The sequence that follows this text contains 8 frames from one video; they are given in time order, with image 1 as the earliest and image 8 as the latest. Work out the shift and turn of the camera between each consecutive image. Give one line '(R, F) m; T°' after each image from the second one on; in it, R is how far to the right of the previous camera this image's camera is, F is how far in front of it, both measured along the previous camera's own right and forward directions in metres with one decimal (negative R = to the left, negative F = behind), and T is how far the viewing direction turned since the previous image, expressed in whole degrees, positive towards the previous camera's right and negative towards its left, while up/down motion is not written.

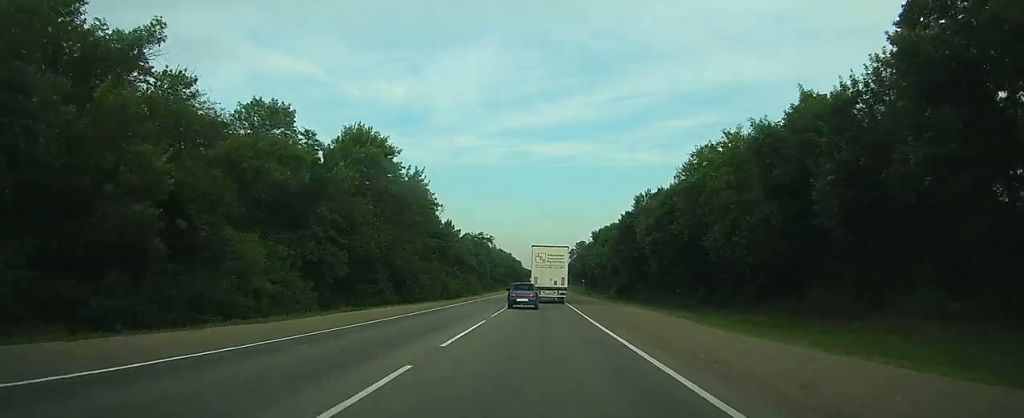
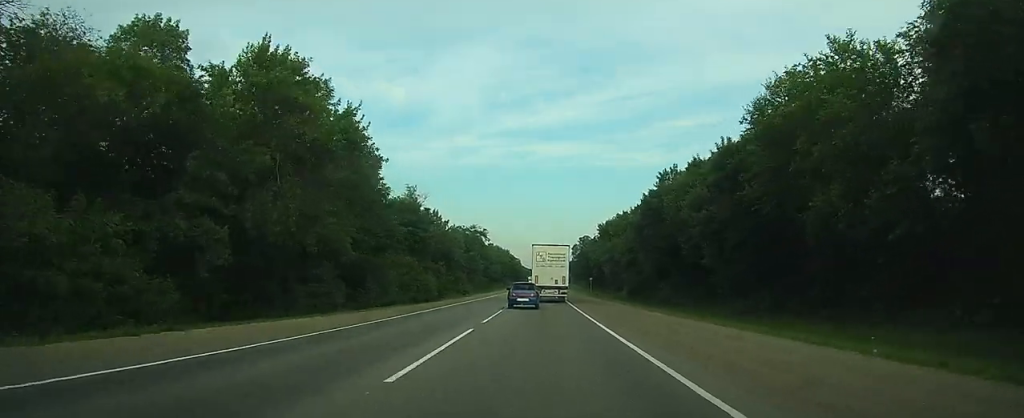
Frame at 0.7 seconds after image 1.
(0.0, +16.6) m; 0°
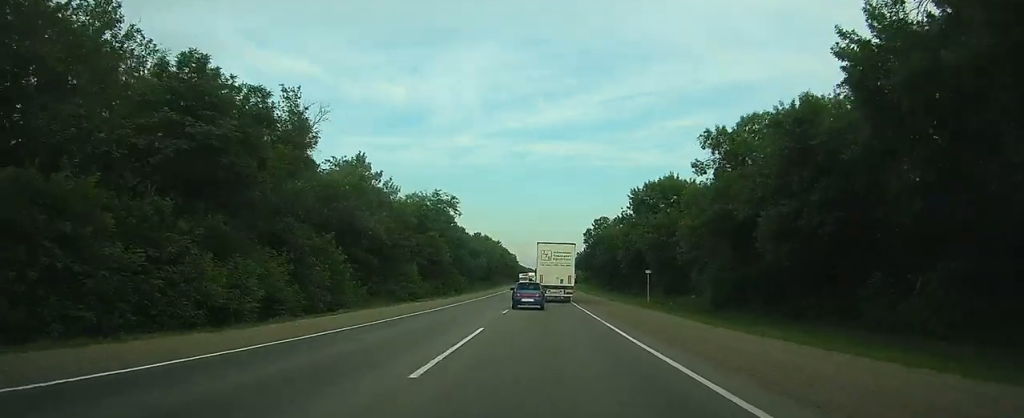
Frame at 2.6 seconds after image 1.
(+0.2, +48.0) m; 0°
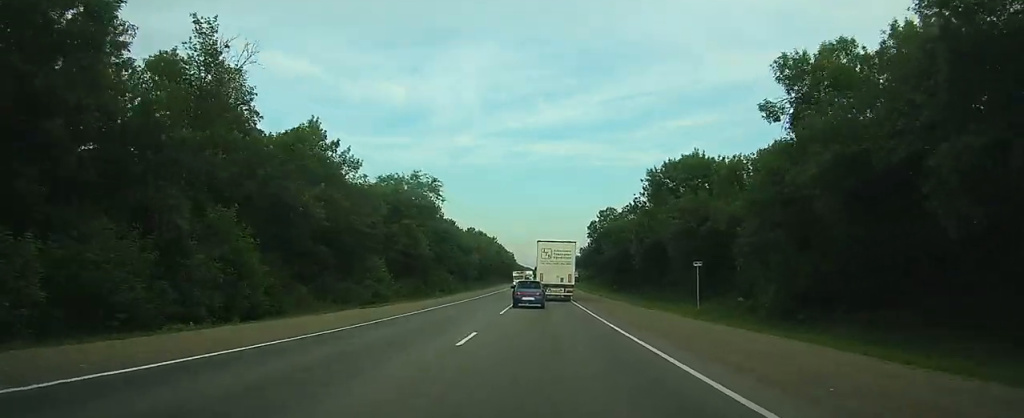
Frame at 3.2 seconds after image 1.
(0.0, +14.0) m; 0°
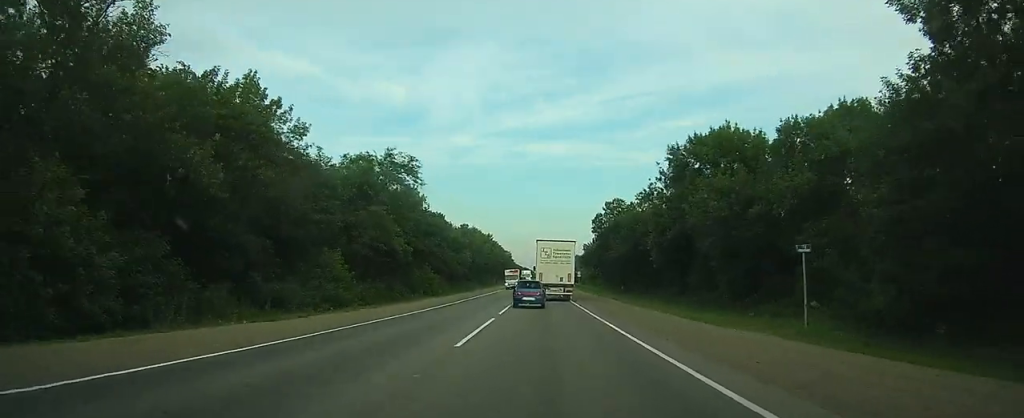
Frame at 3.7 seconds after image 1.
(0.0, +12.4) m; 0°
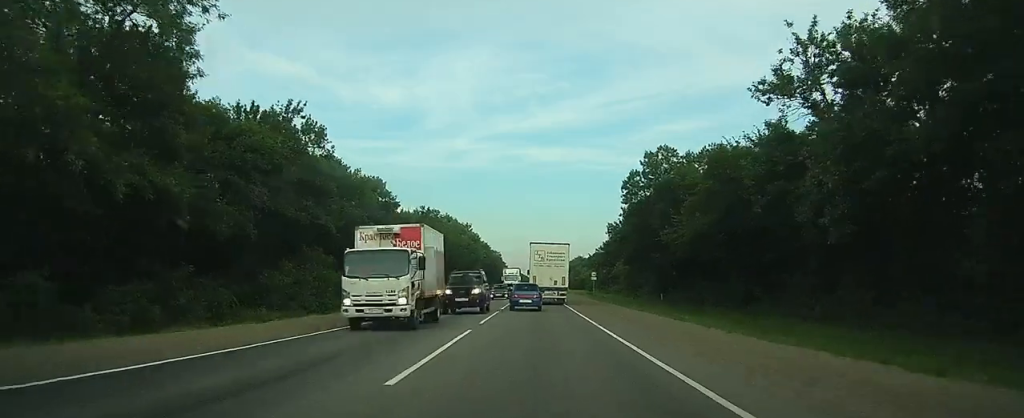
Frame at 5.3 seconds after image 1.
(+0.2, +40.9) m; 0°
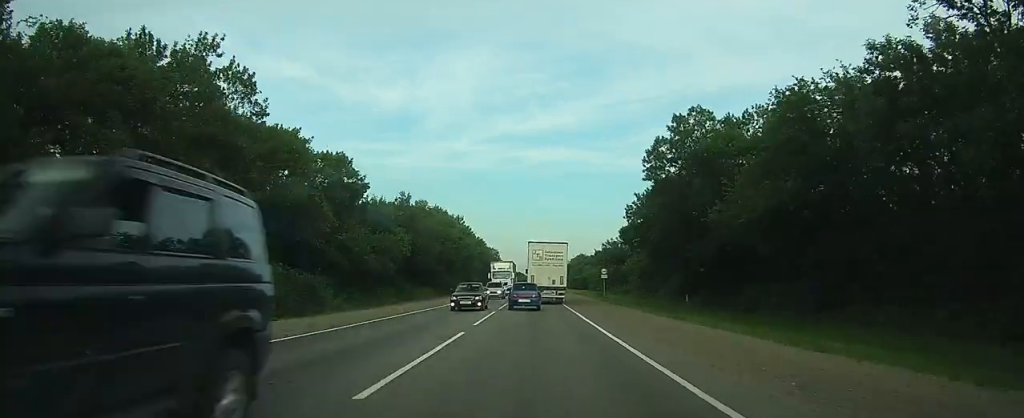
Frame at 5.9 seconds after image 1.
(0.0, +12.9) m; 0°
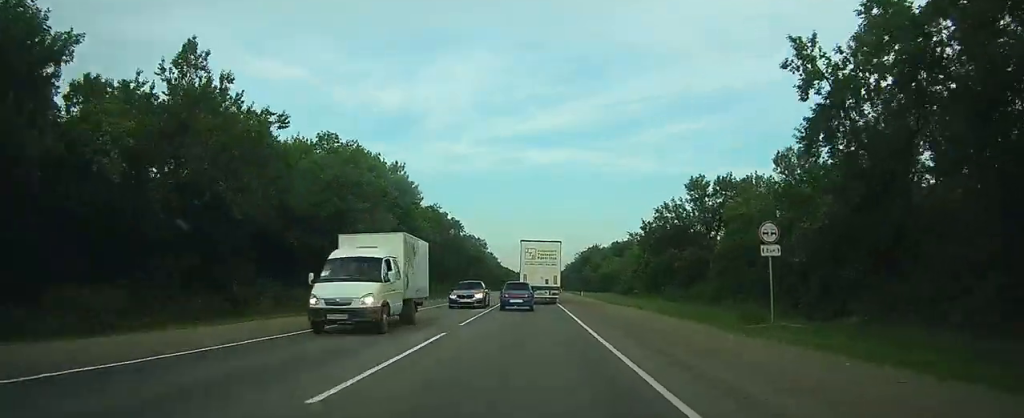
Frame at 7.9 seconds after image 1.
(+0.2, +46.4) m; 0°
